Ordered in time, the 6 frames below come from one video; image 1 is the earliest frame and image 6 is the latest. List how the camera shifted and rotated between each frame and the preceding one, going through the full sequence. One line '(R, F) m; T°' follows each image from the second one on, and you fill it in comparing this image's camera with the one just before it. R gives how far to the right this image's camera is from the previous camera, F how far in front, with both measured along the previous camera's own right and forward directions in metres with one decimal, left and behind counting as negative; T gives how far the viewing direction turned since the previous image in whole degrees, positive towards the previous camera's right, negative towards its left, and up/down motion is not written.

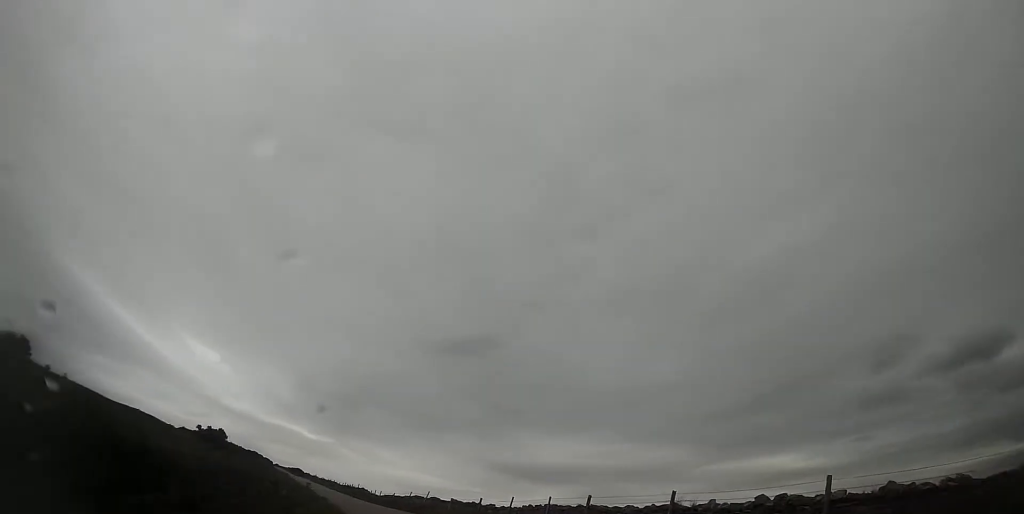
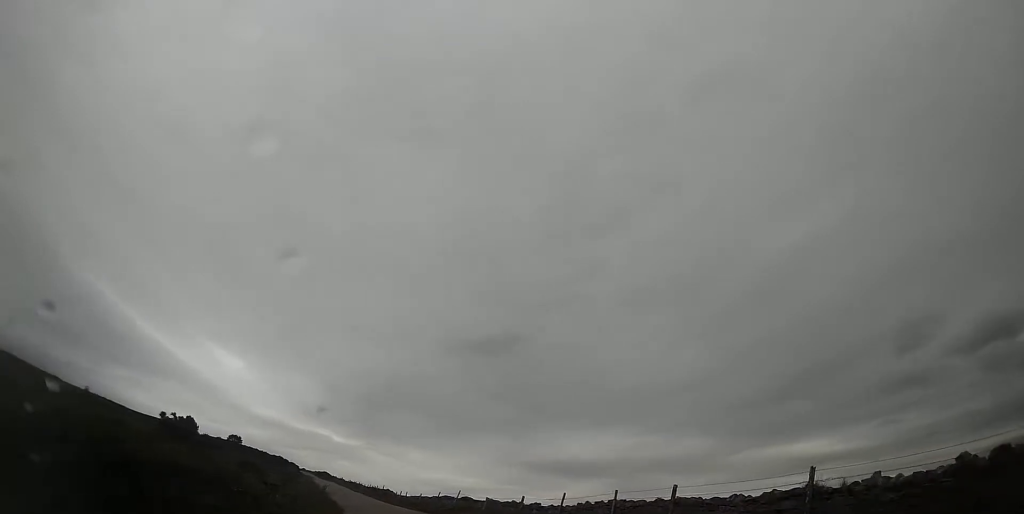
(-0.1, +5.1) m; -2°
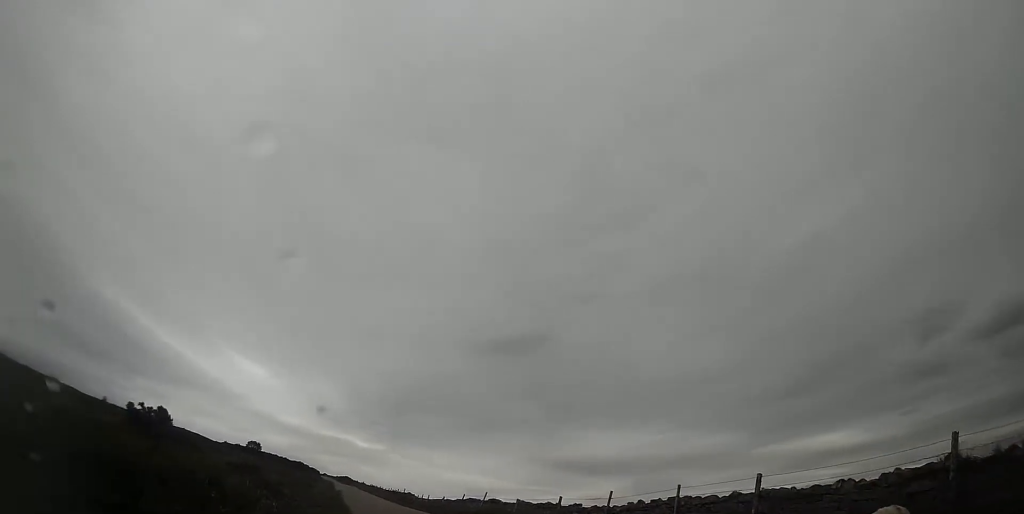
(0.0, +3.2) m; -1°
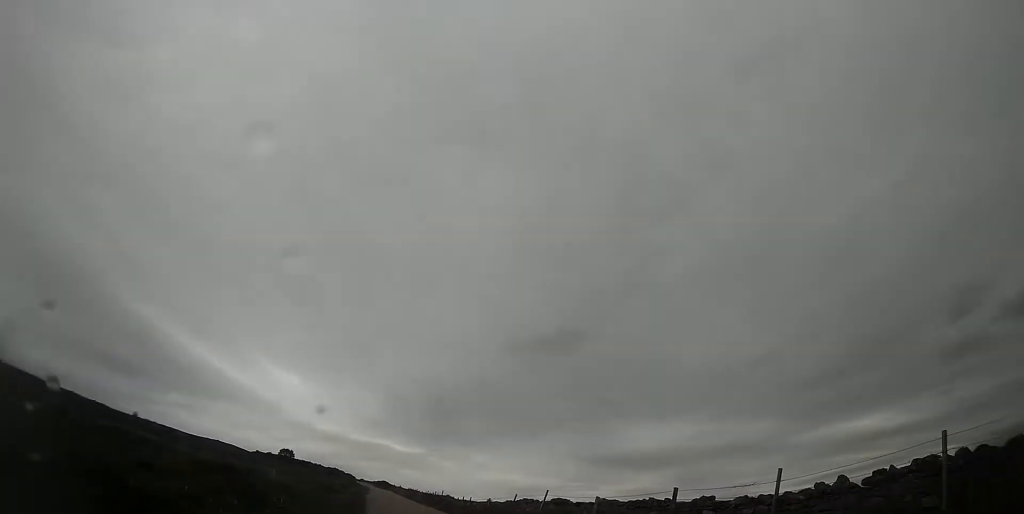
(-0.2, +7.9) m; -2°
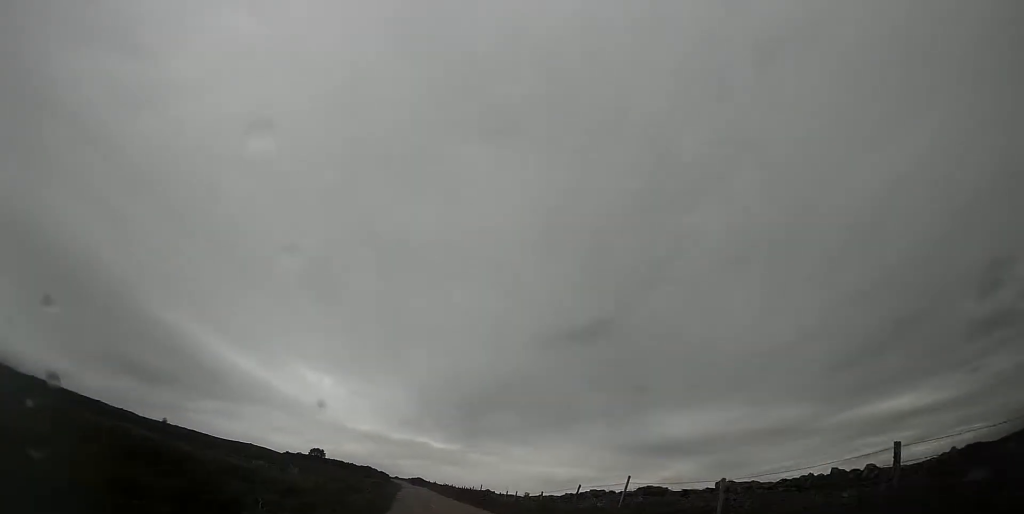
(-0.1, +6.8) m; -2°
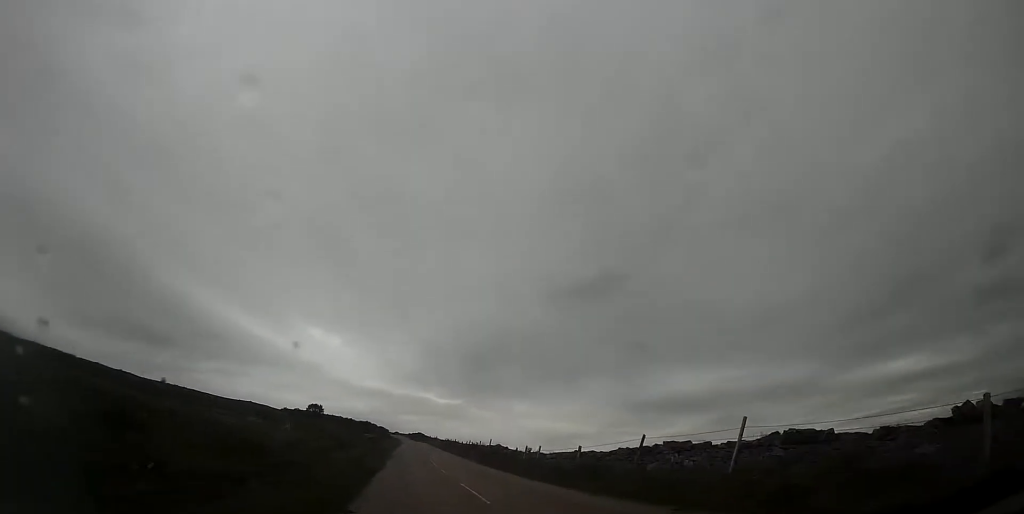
(-0.1, +6.9) m; -2°
